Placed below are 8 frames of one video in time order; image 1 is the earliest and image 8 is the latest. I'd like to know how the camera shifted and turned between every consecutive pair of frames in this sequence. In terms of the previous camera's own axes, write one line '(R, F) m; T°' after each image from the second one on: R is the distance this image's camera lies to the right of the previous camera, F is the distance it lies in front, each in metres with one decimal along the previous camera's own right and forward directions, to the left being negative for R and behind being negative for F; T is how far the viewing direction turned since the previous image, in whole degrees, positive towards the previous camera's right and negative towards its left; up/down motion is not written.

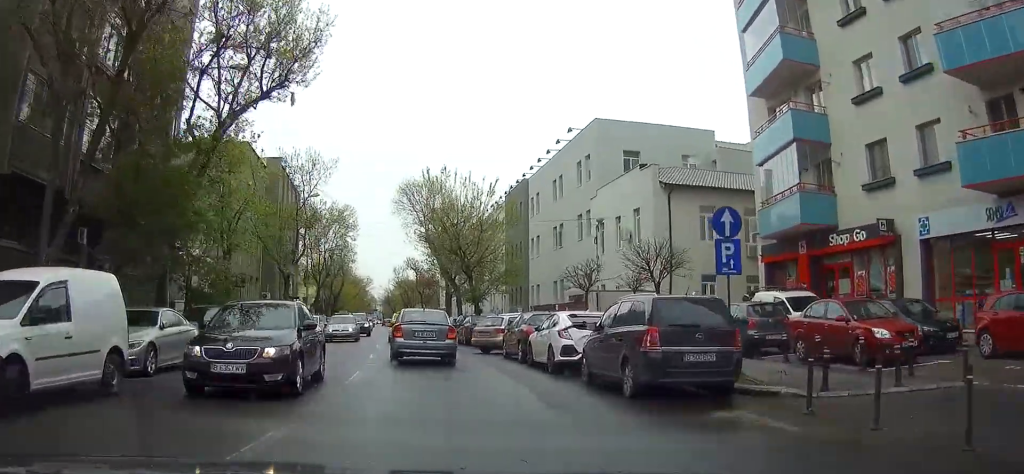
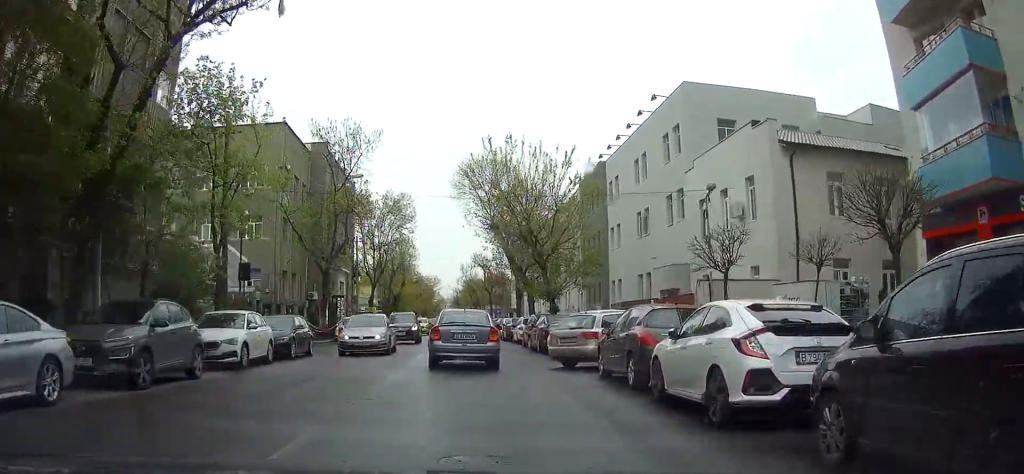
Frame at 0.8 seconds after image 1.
(-0.4, +8.1) m; -4°
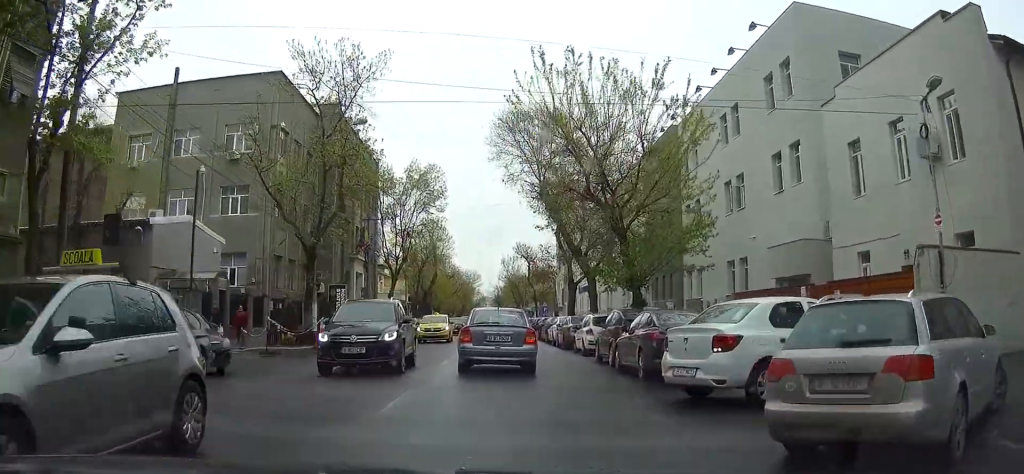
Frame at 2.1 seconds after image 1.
(-0.6, +12.7) m; -3°
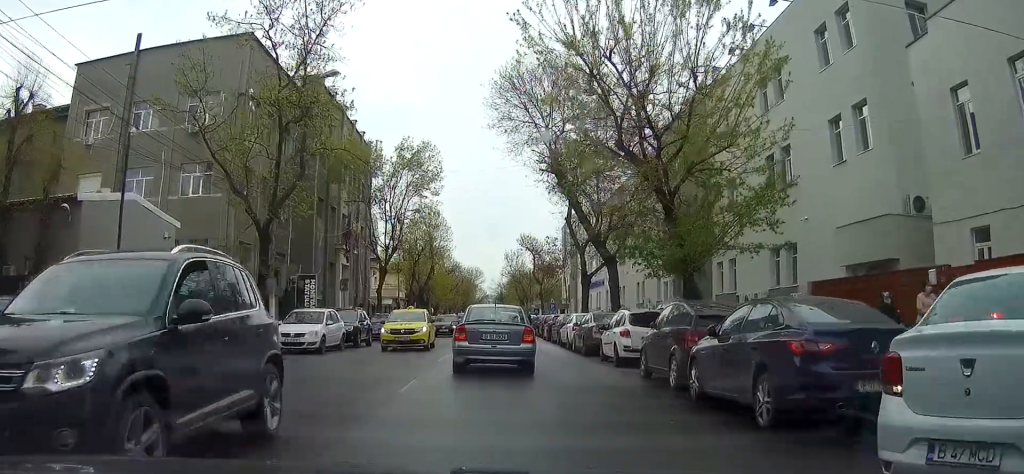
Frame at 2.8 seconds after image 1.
(+0.1, +6.9) m; -1°
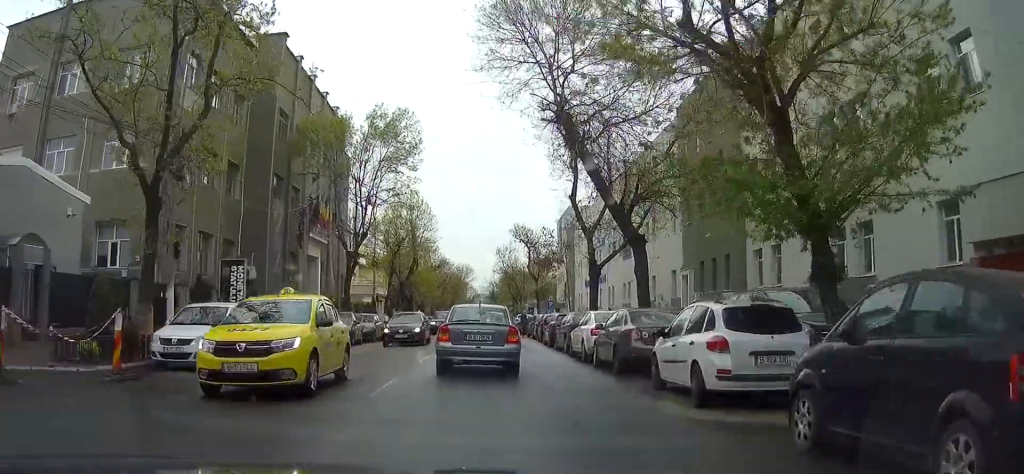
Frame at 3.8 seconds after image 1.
(-0.2, +8.5) m; 0°
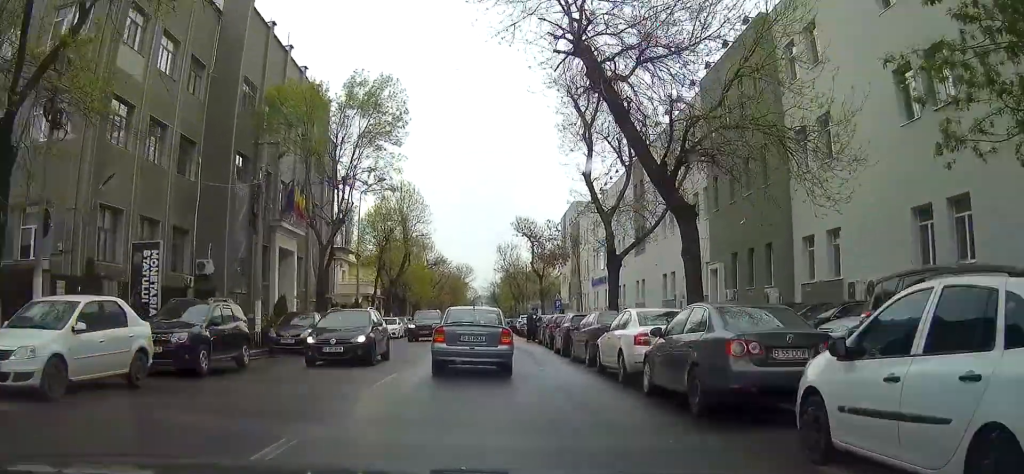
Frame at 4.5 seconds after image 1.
(+0.2, +6.9) m; +2°
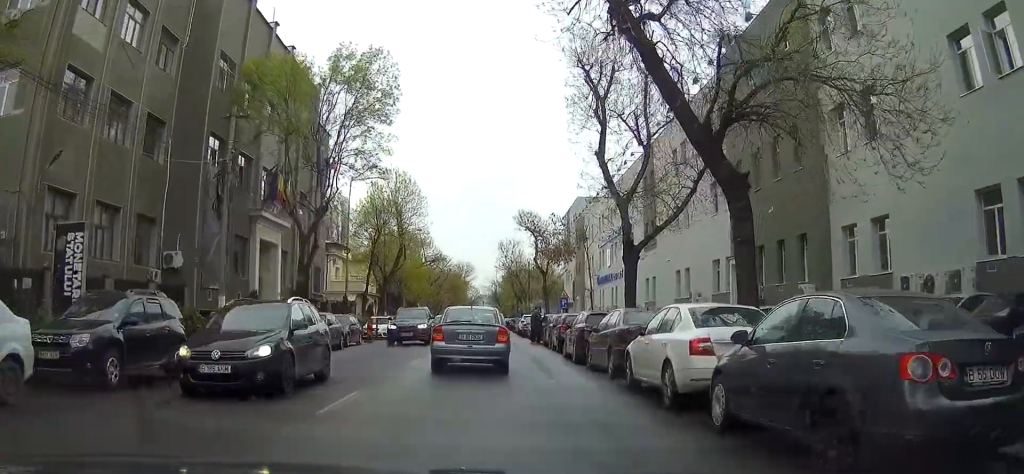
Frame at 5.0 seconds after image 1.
(0.0, +4.2) m; +1°
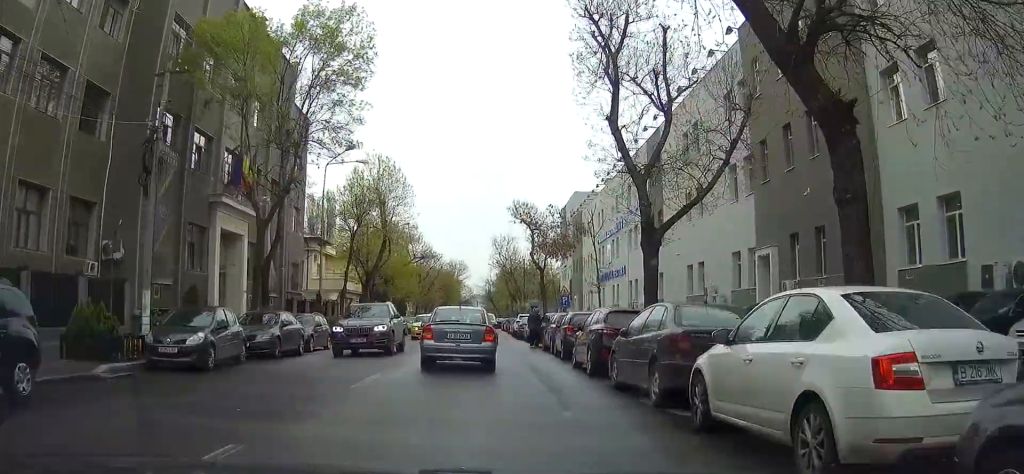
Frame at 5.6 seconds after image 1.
(+0.1, +5.4) m; 0°
